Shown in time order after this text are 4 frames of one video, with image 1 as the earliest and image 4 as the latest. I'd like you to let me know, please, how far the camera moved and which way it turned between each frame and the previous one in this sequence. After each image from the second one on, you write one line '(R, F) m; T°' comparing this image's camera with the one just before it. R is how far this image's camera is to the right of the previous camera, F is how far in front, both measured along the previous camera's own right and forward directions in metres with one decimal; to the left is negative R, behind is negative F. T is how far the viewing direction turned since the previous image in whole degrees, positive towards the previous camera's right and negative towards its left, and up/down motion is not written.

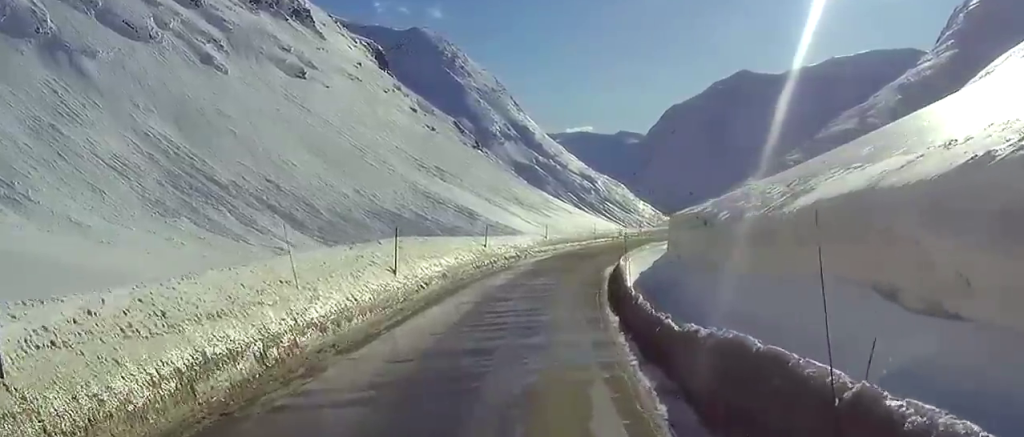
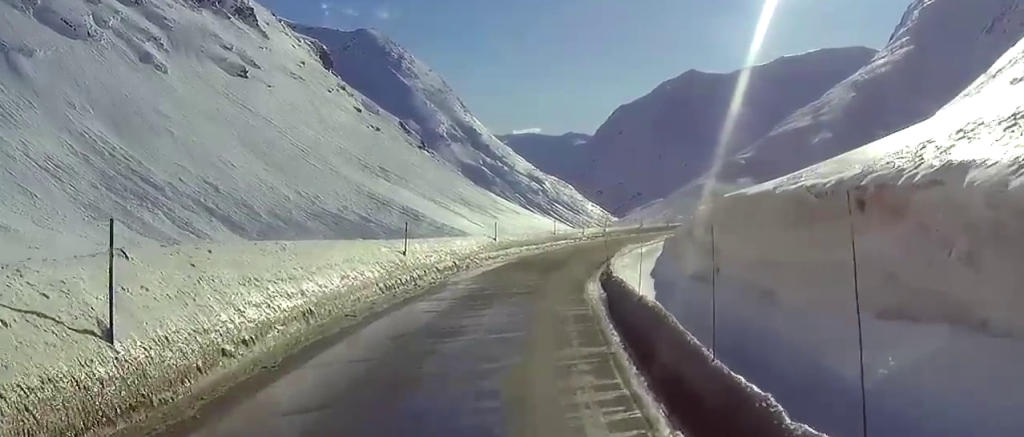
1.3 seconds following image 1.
(+0.1, +25.2) m; 0°
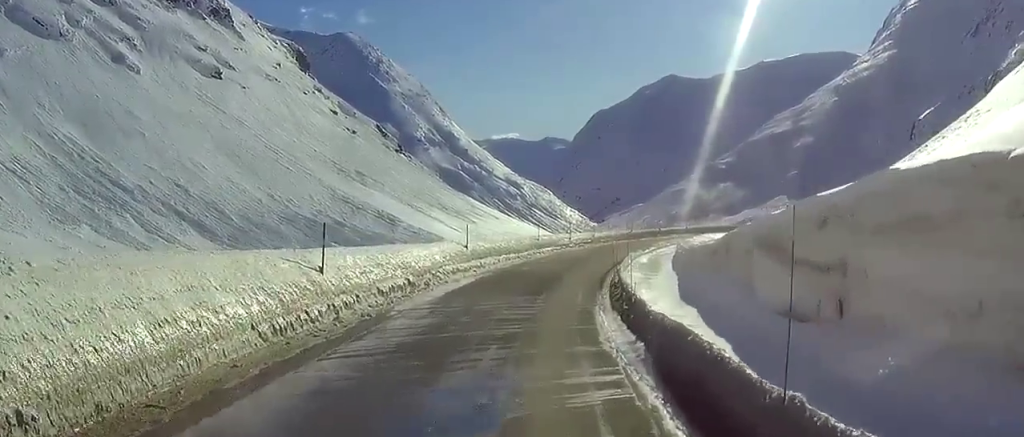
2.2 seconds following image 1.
(0.0, +17.2) m; 0°
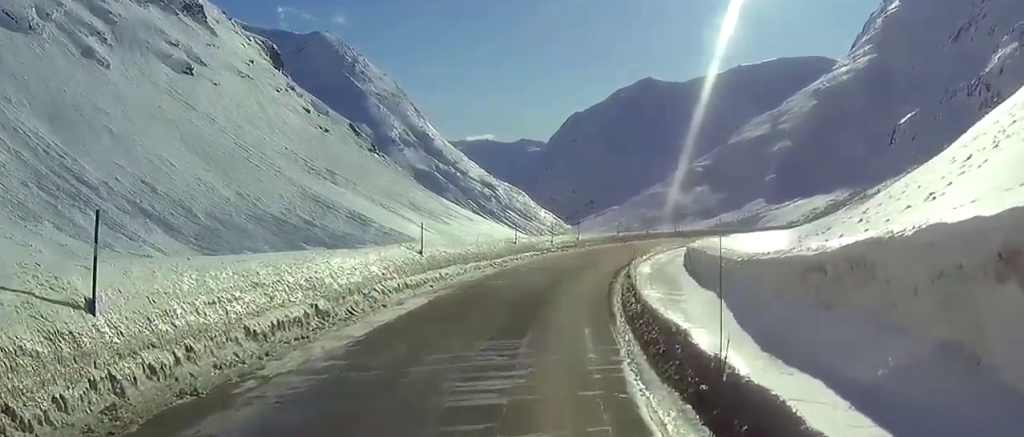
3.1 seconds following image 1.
(0.0, +17.3) m; +1°
